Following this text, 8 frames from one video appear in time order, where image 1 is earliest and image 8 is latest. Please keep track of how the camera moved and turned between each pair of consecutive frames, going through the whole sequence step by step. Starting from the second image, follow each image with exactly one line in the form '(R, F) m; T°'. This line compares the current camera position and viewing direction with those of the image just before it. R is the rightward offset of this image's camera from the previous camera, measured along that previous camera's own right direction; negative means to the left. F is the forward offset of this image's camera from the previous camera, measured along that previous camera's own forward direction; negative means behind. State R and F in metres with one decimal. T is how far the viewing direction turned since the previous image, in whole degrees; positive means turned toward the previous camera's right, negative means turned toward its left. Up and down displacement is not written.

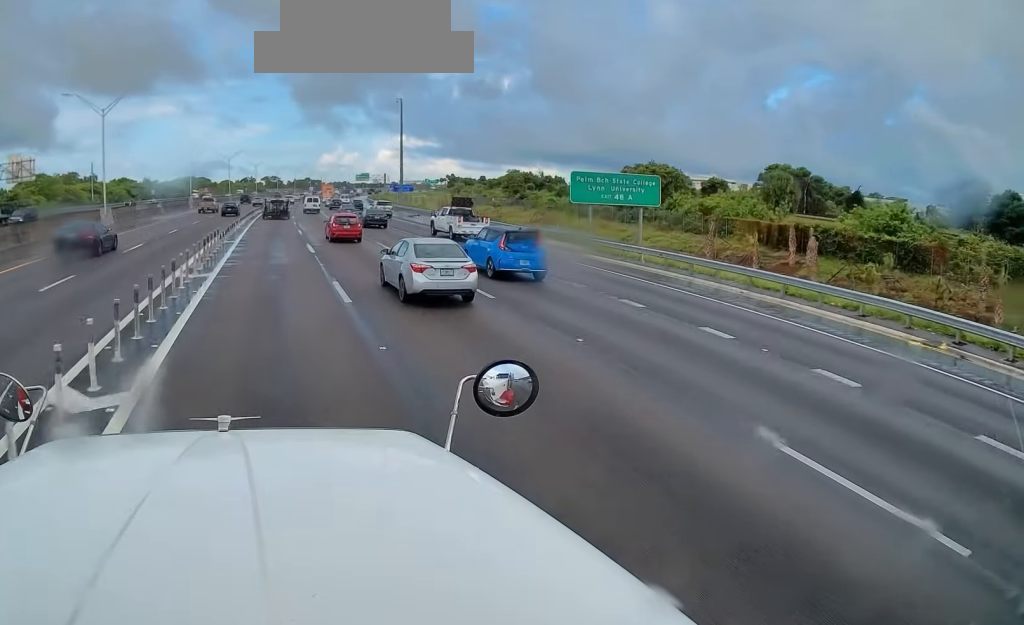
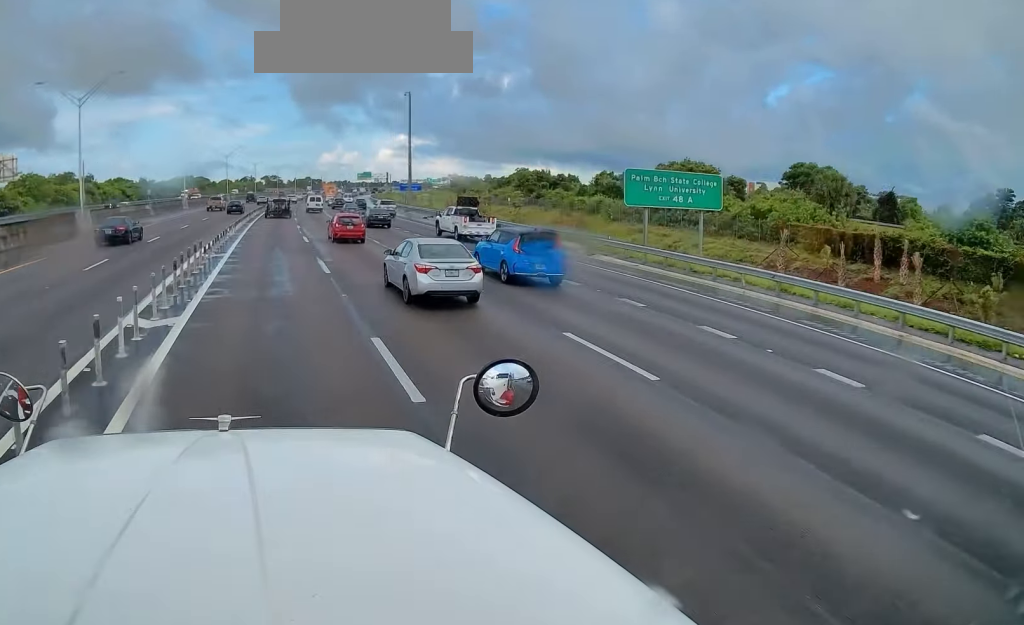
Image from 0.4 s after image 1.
(0.0, +7.5) m; 0°
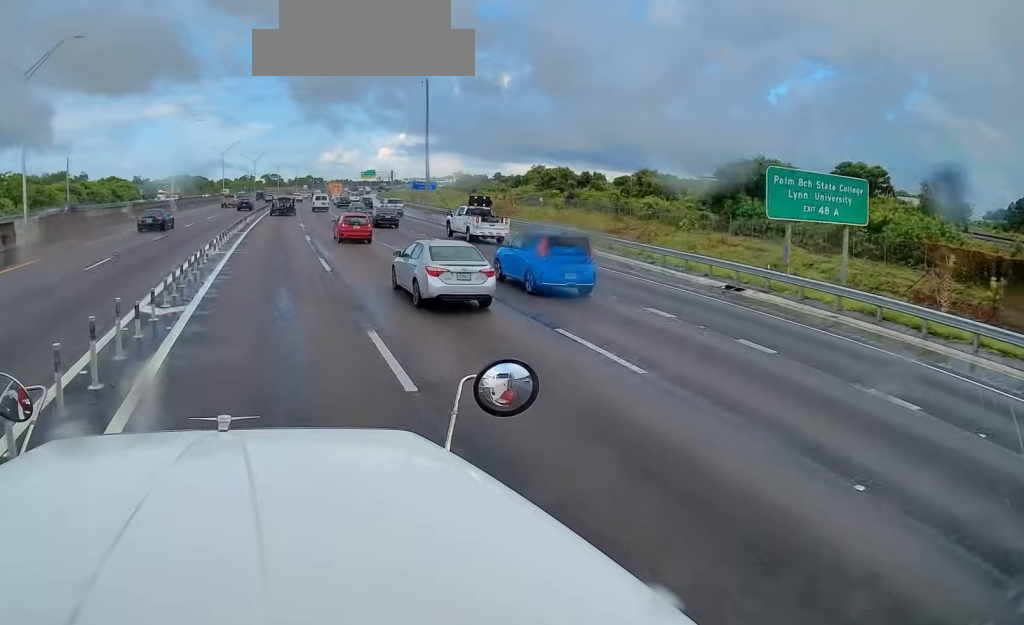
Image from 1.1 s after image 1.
(+0.1, +12.5) m; +1°
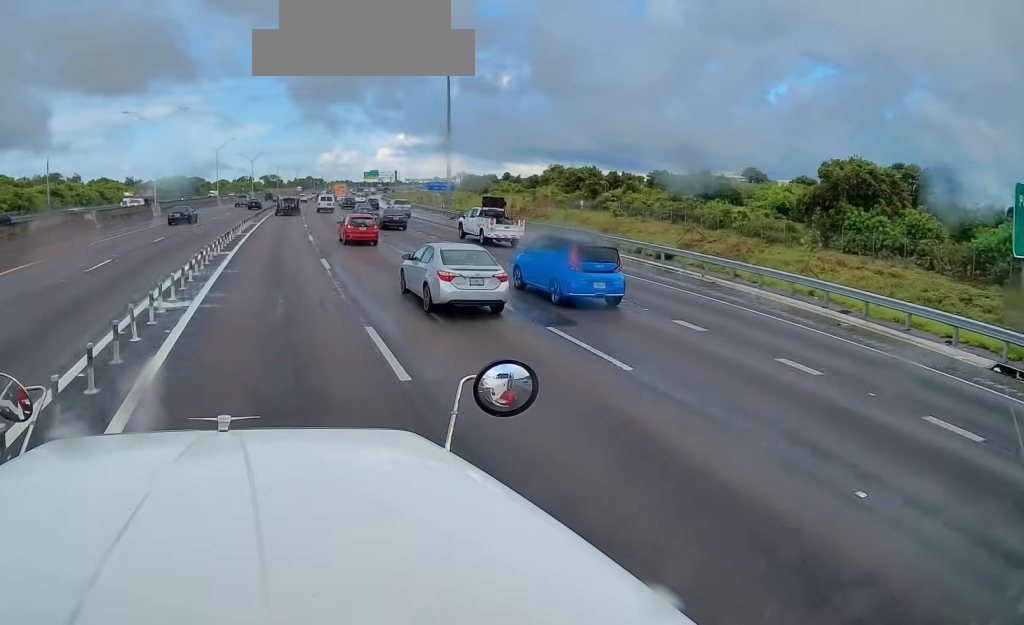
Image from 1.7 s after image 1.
(+0.2, +12.5) m; +1°
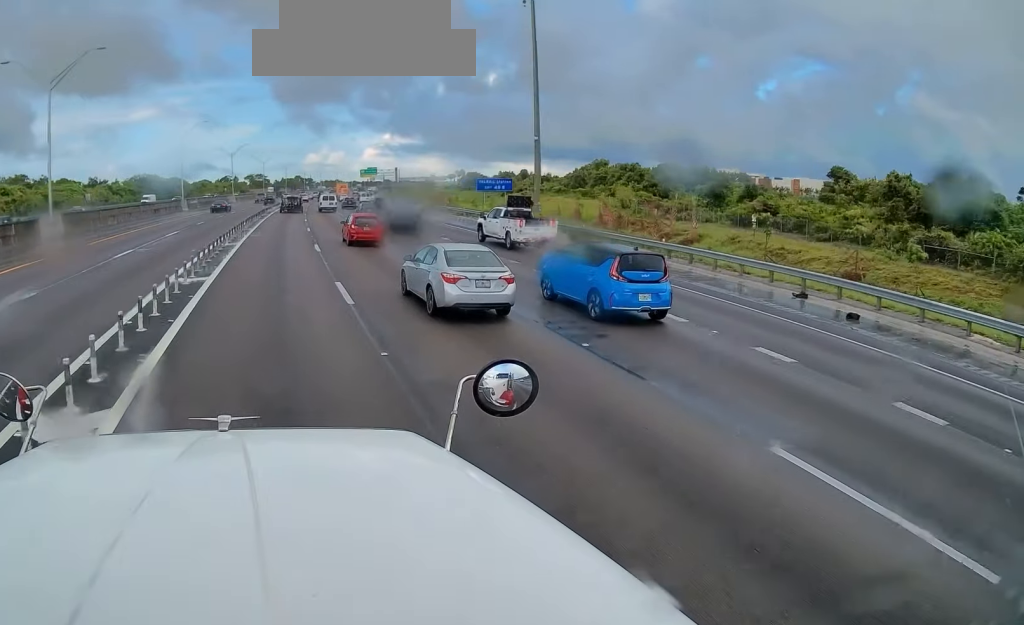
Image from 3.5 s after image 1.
(0.0, +32.5) m; 0°
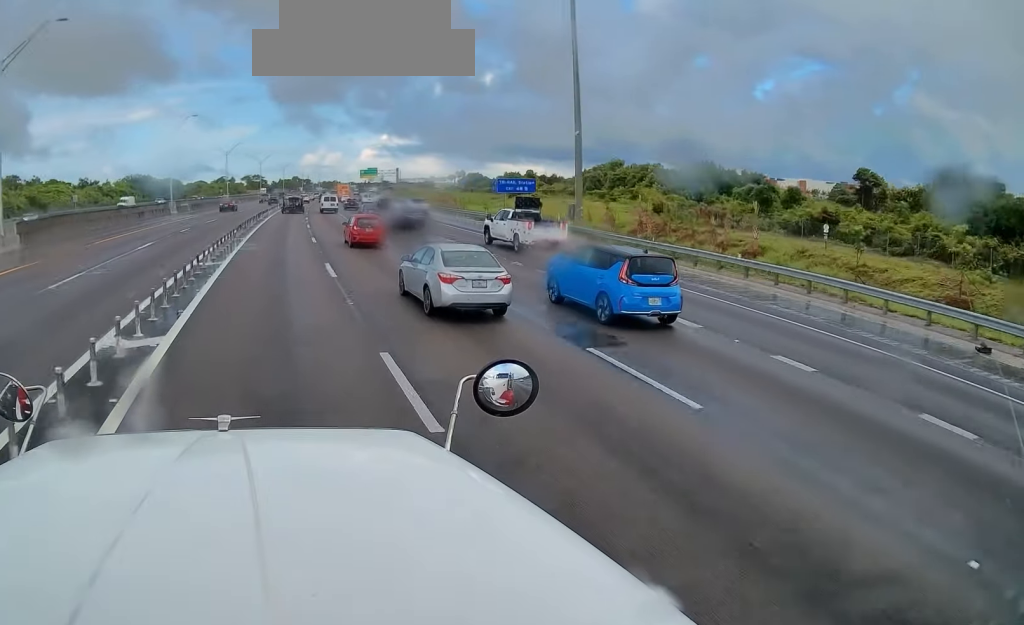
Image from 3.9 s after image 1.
(0.0, +7.8) m; 0°
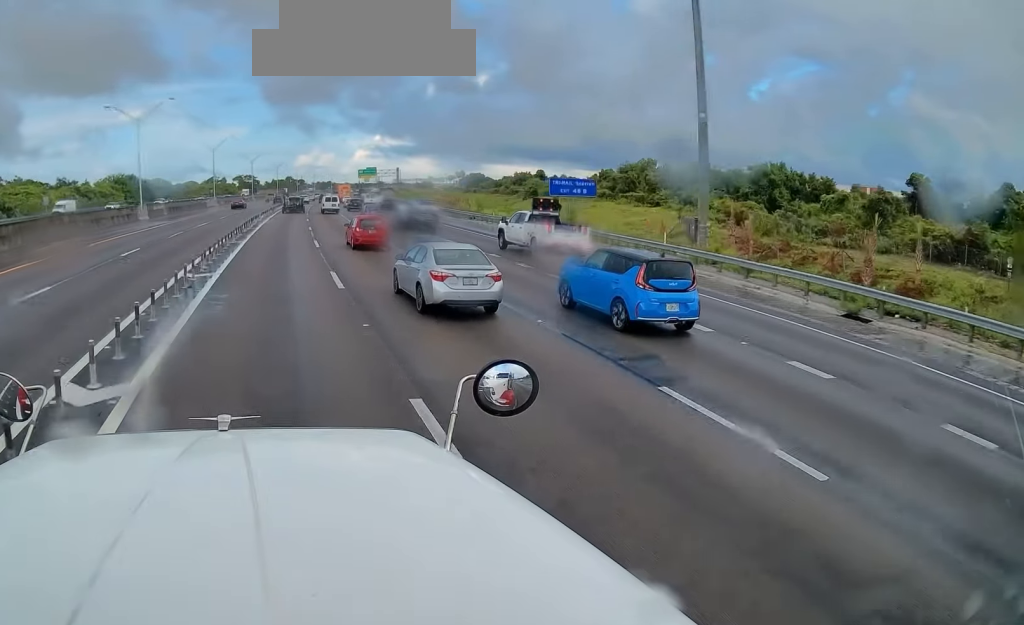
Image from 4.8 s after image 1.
(0.0, +14.9) m; 0°
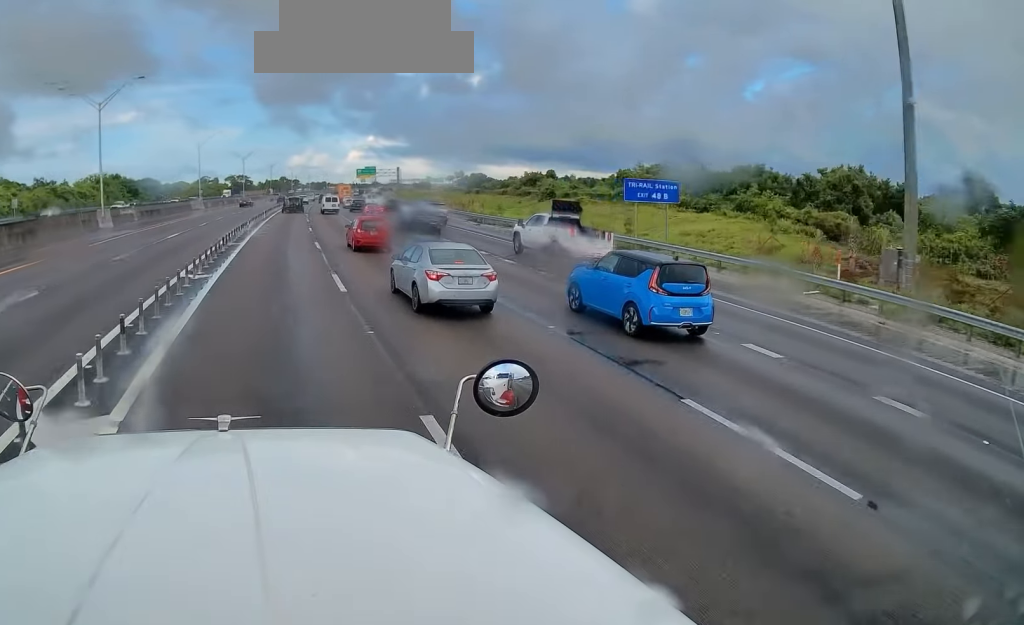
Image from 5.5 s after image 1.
(0.0, +12.9) m; 0°
